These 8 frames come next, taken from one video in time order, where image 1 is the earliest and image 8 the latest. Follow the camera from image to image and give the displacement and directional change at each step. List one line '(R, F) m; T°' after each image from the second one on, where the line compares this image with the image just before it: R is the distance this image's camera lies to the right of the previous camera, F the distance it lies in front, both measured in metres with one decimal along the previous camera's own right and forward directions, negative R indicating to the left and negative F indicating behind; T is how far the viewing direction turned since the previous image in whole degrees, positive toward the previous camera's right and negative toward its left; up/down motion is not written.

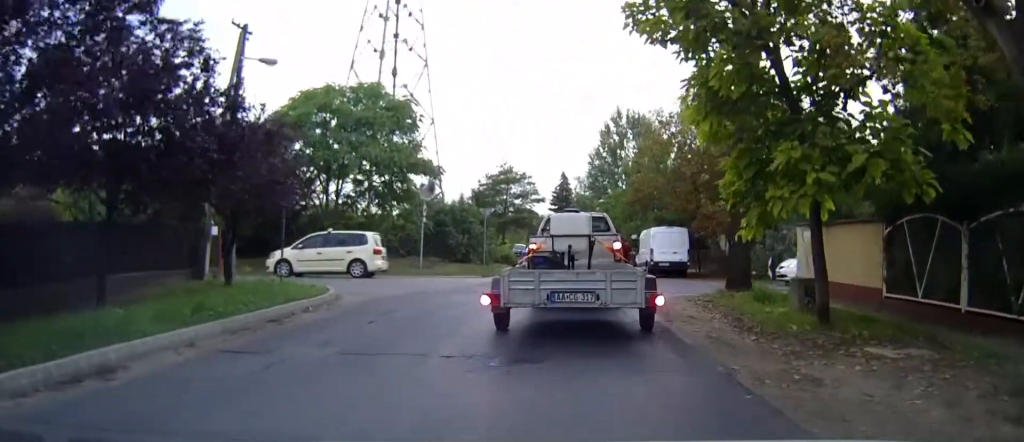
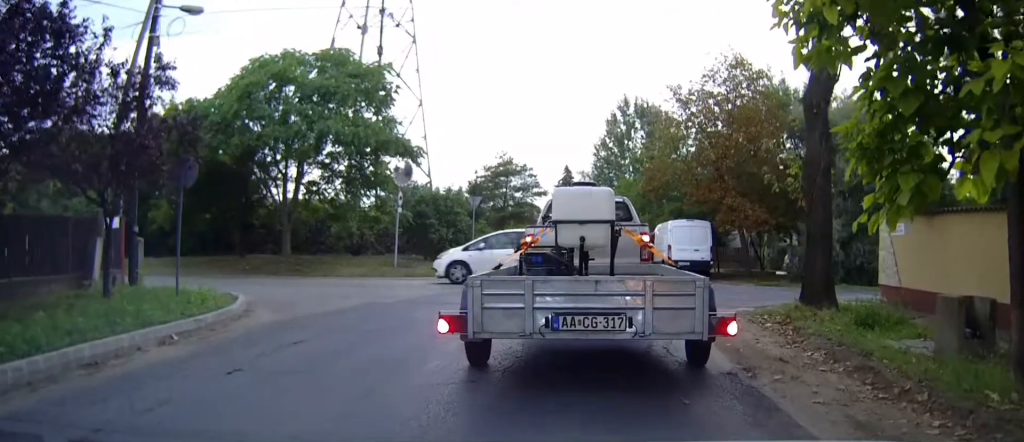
(0.0, +6.0) m; +1°
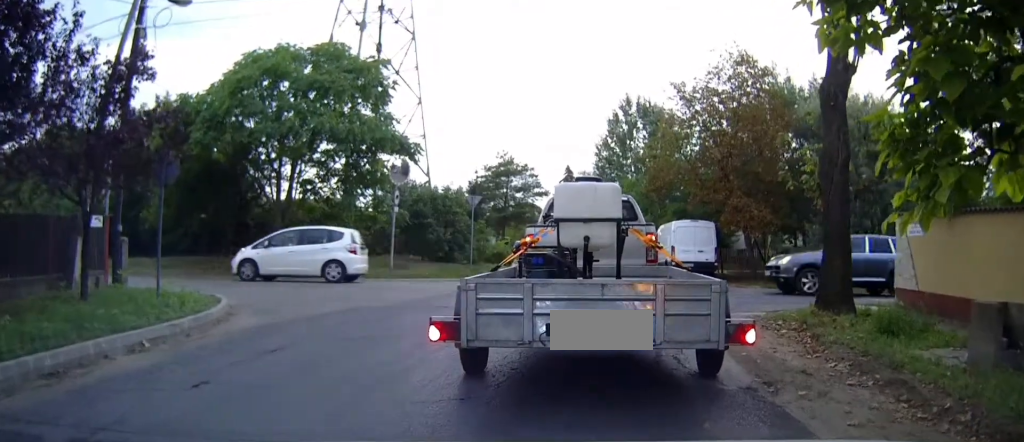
(0.0, +1.2) m; 0°
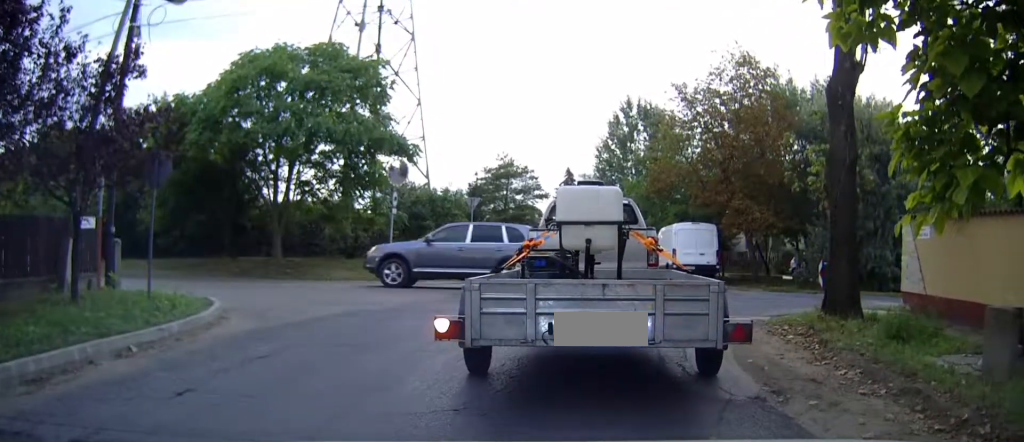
(0.0, +0.9) m; 0°
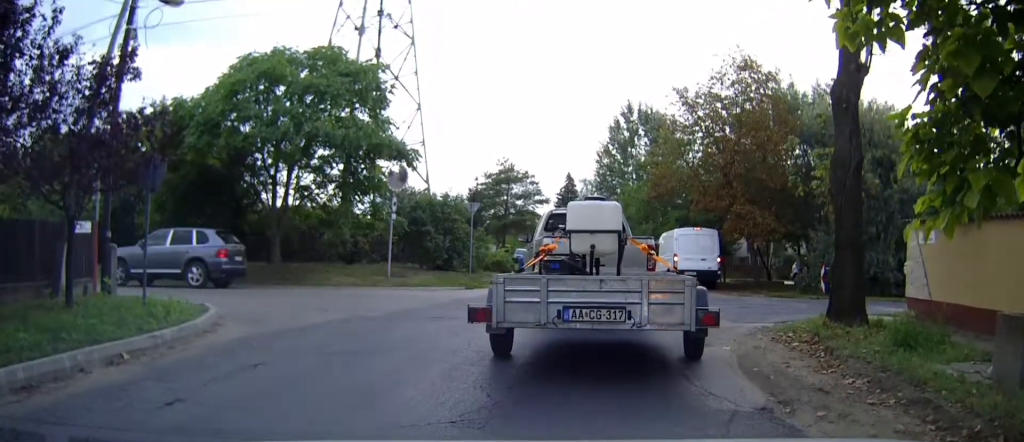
(0.0, +0.2) m; 0°
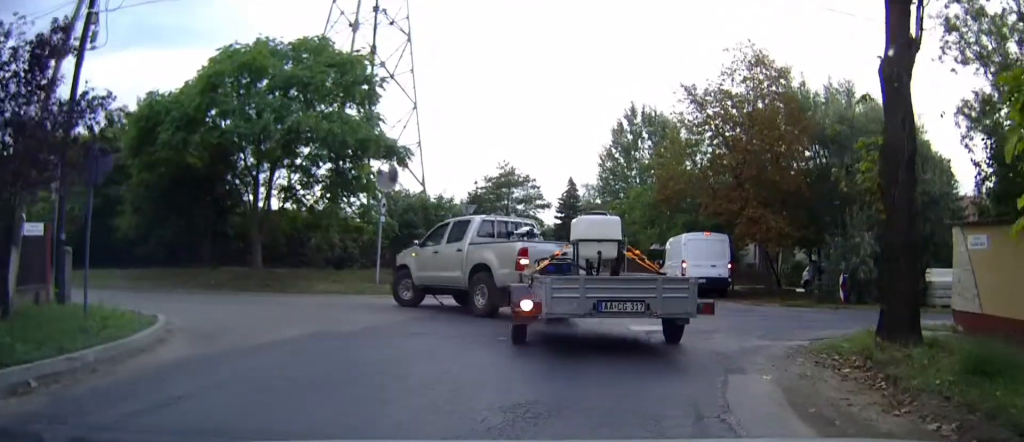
(0.0, +0.9) m; 0°
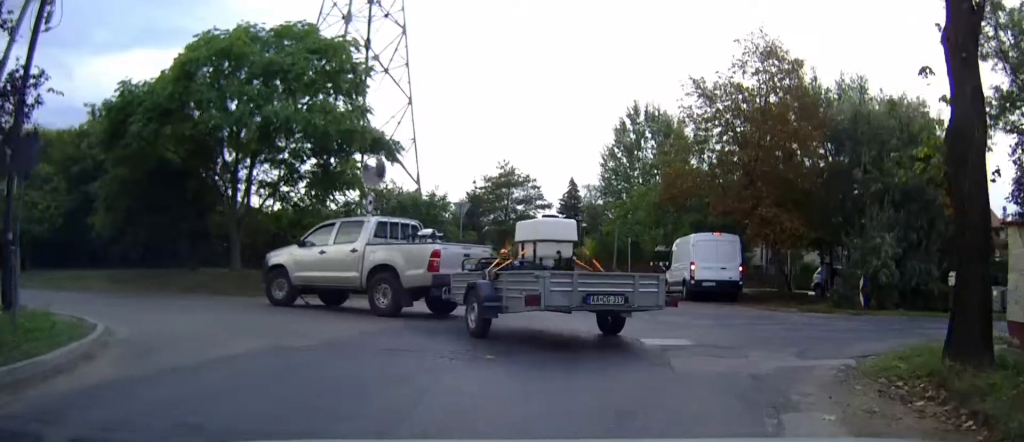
(0.0, +0.9) m; +1°
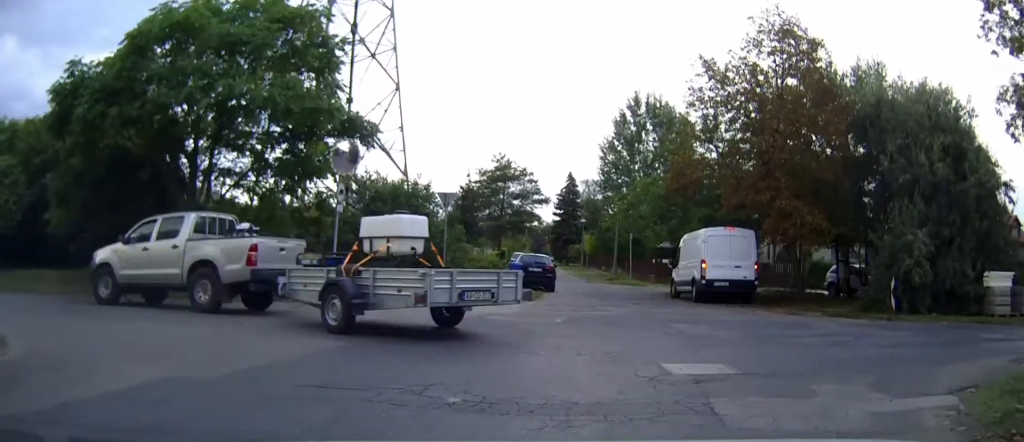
(0.0, +1.9) m; +2°
